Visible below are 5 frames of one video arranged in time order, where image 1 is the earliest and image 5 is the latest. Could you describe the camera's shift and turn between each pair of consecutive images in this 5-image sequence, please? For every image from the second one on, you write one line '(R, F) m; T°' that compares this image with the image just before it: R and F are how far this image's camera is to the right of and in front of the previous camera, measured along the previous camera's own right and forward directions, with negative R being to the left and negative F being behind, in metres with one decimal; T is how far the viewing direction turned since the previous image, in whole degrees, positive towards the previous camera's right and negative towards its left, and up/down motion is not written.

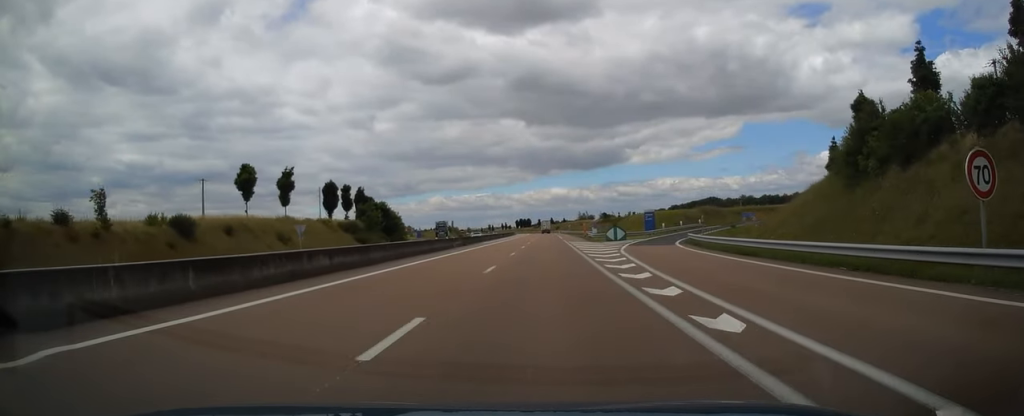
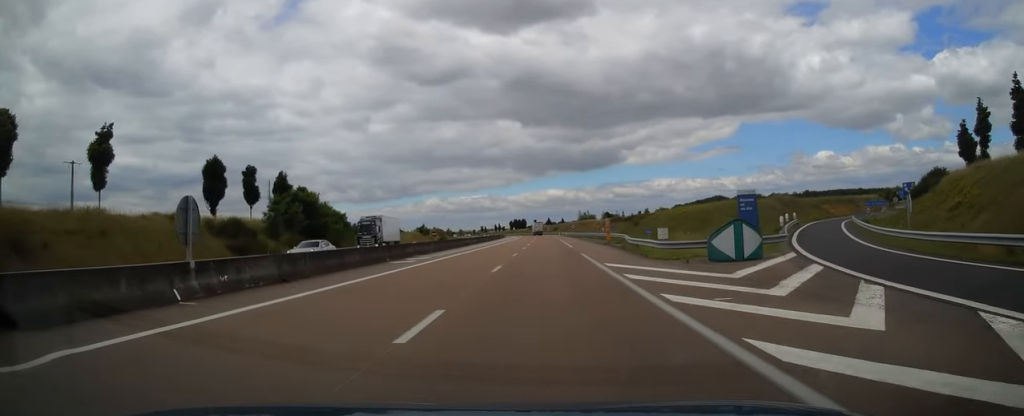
(0.0, +37.8) m; 0°
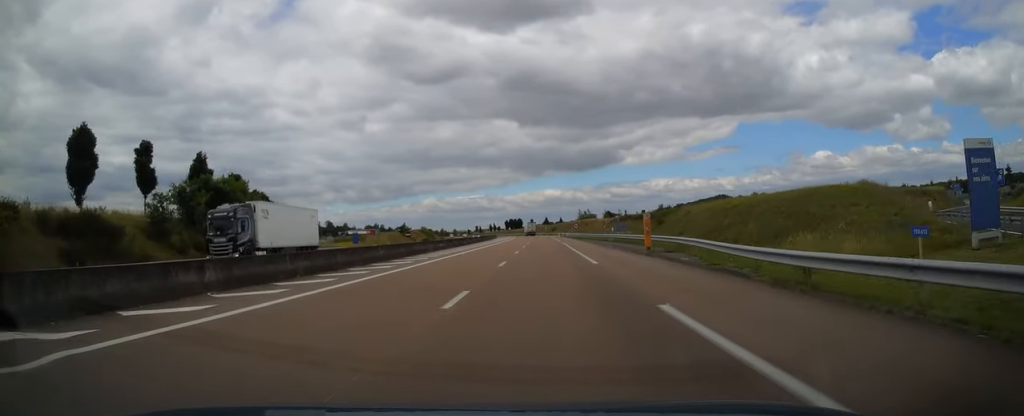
(0.0, +22.6) m; 0°
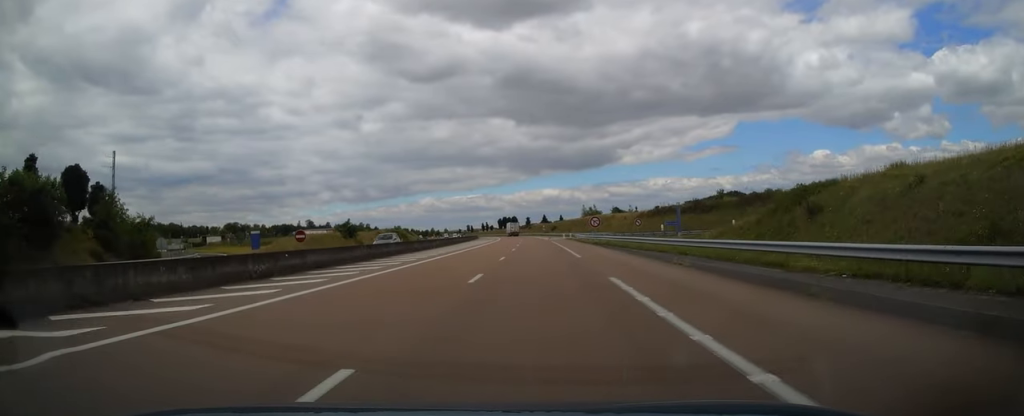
(+0.1, +46.5) m; 0°
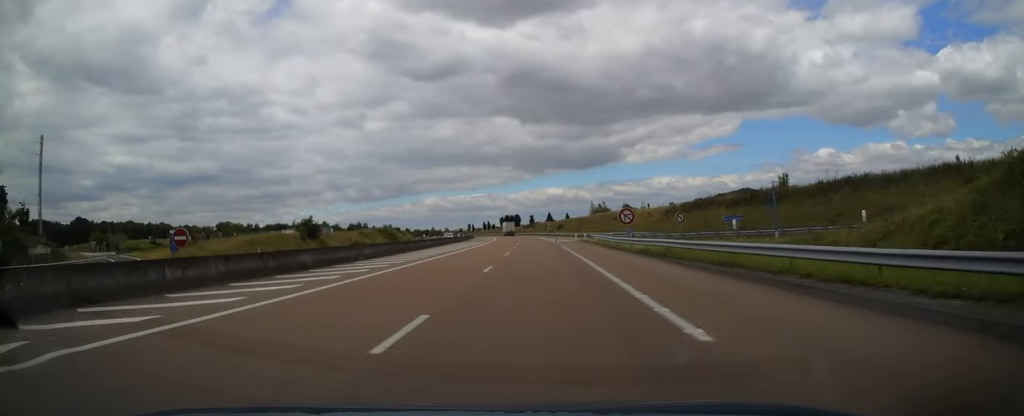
(0.0, +22.0) m; 0°
